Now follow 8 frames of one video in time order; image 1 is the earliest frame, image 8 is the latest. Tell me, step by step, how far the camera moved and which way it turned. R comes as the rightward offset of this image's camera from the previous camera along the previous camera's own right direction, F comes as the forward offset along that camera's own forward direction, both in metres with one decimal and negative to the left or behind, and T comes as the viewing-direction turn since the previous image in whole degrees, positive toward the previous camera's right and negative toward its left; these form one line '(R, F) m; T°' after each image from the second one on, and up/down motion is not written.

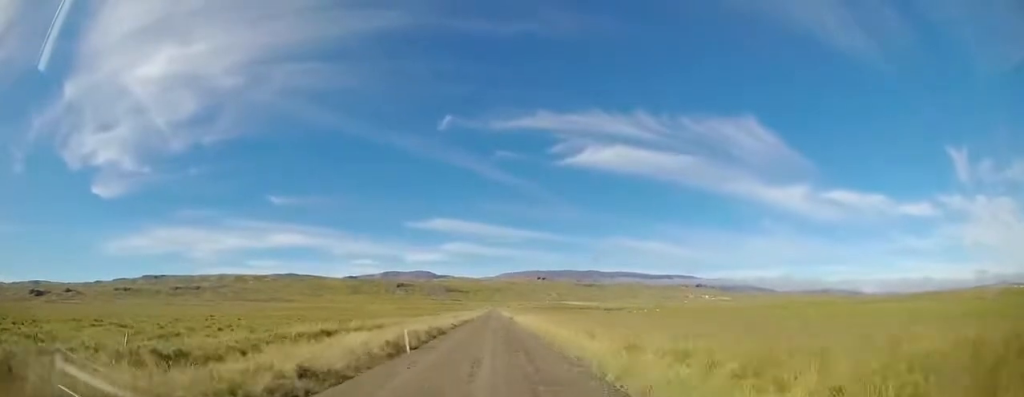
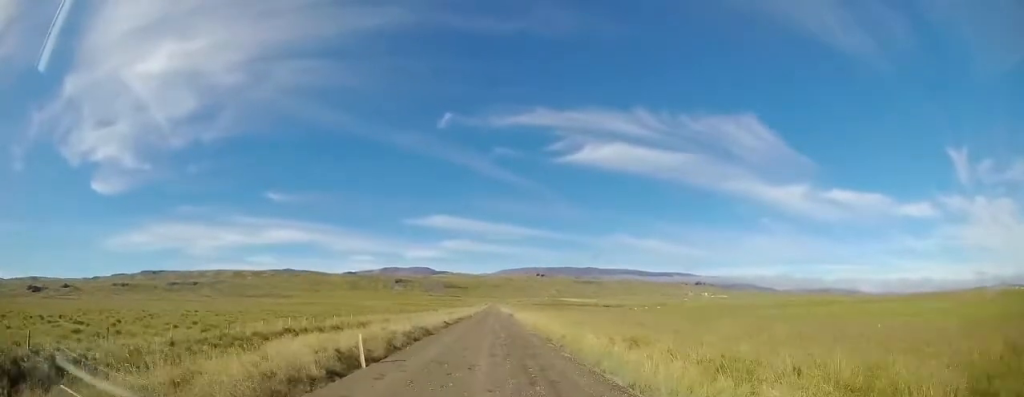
(-0.1, +5.0) m; +1°
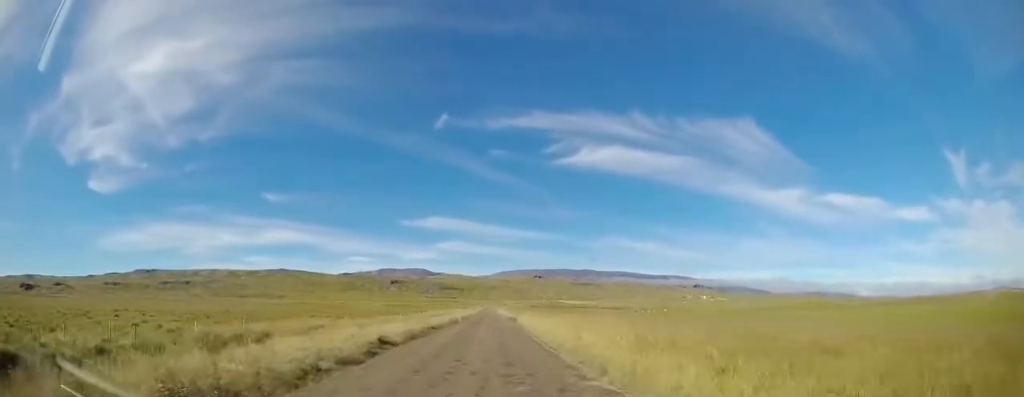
(+0.9, +17.6) m; +4°
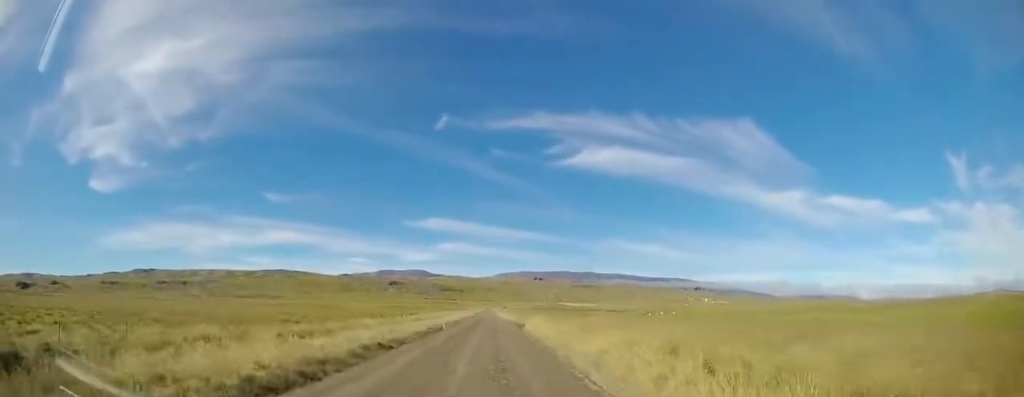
(0.0, +12.9) m; -1°
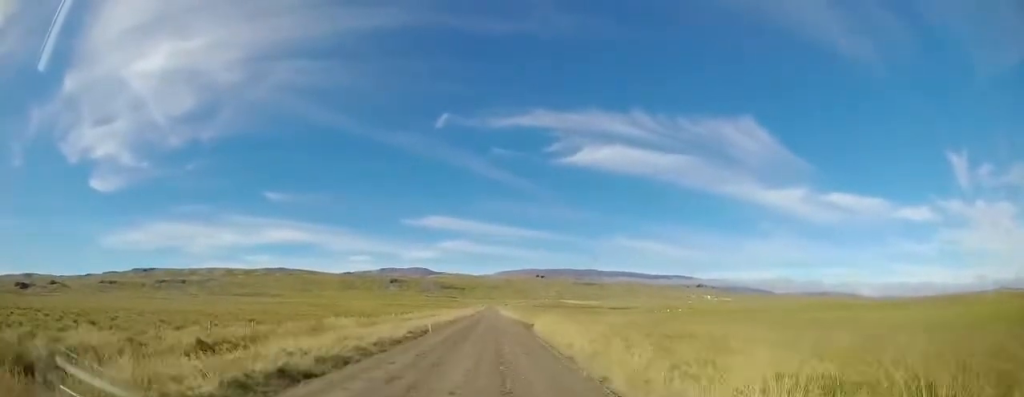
(0.0, +7.3) m; -1°
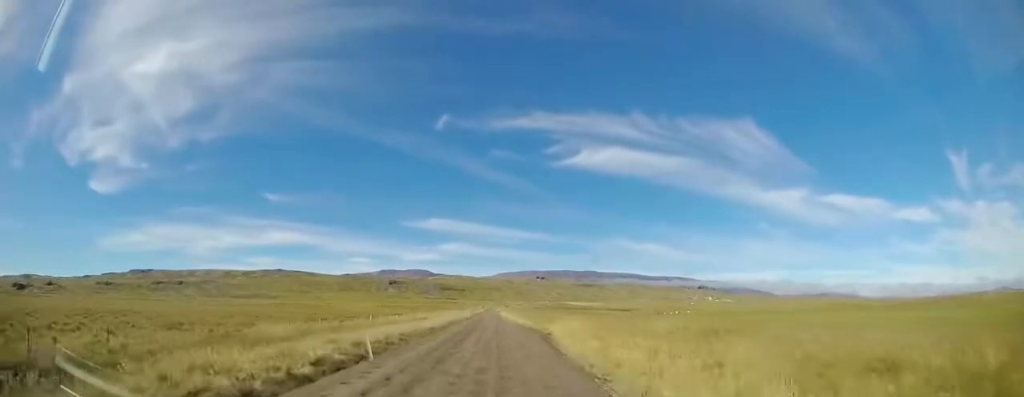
(-0.2, +11.3) m; 0°
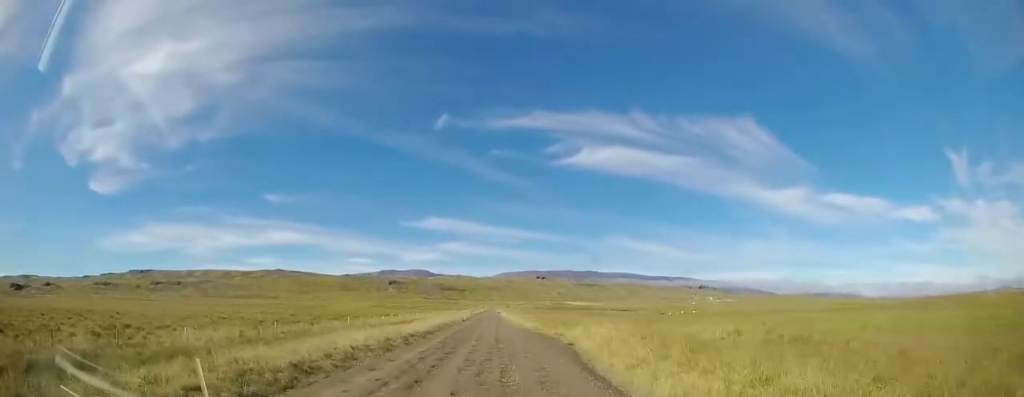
(+0.3, +7.2) m; 0°
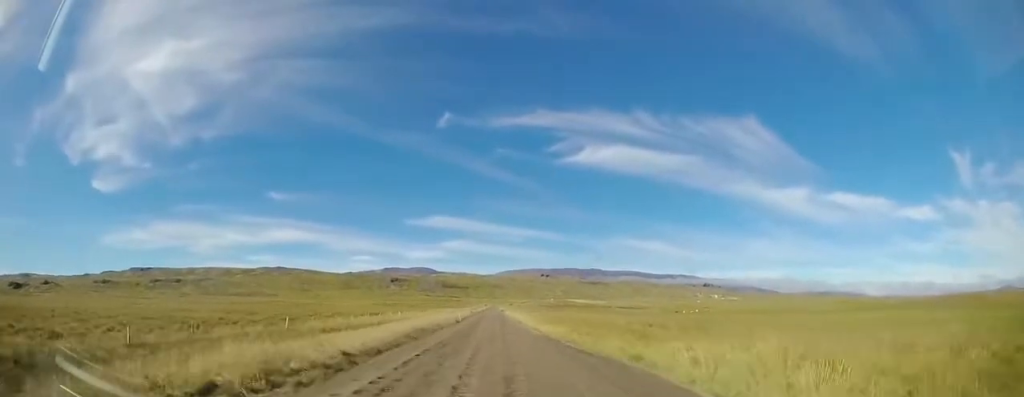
(-0.6, +12.9) m; -2°
